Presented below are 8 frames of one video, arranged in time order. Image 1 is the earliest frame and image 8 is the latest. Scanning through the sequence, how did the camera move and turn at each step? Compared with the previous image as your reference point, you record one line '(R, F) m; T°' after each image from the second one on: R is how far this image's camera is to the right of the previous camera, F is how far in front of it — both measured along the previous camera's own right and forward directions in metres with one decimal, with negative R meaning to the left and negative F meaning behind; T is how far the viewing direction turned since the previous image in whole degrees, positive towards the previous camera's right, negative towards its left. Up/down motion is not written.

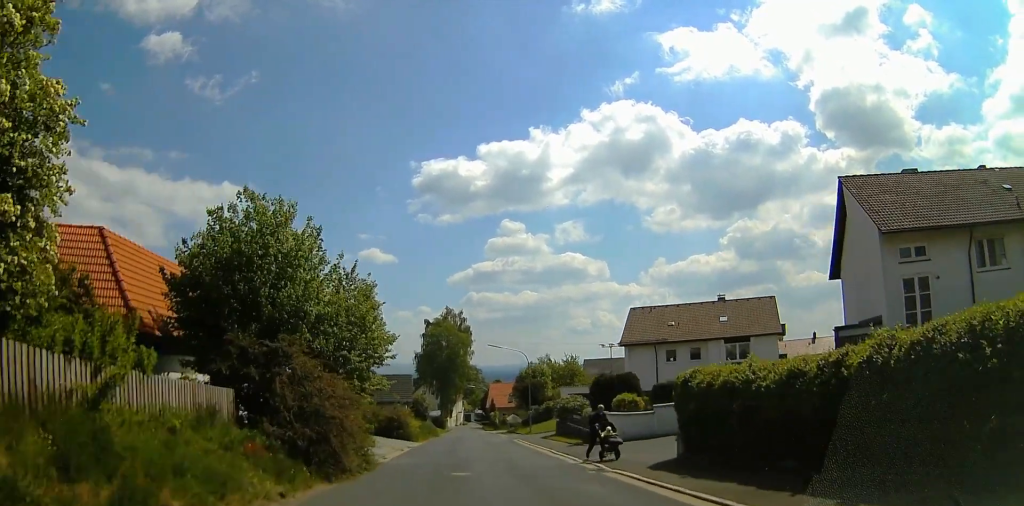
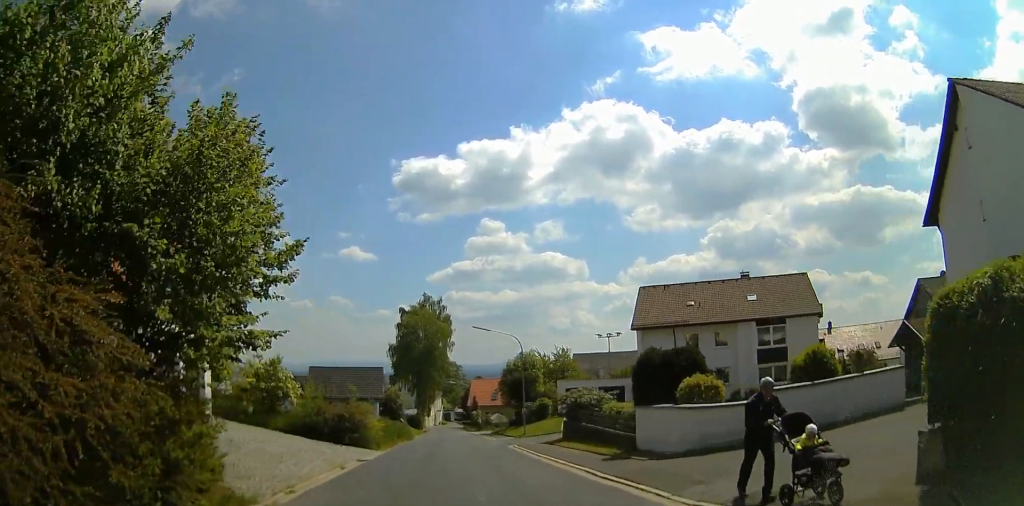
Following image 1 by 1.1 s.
(+0.7, +9.6) m; +7°
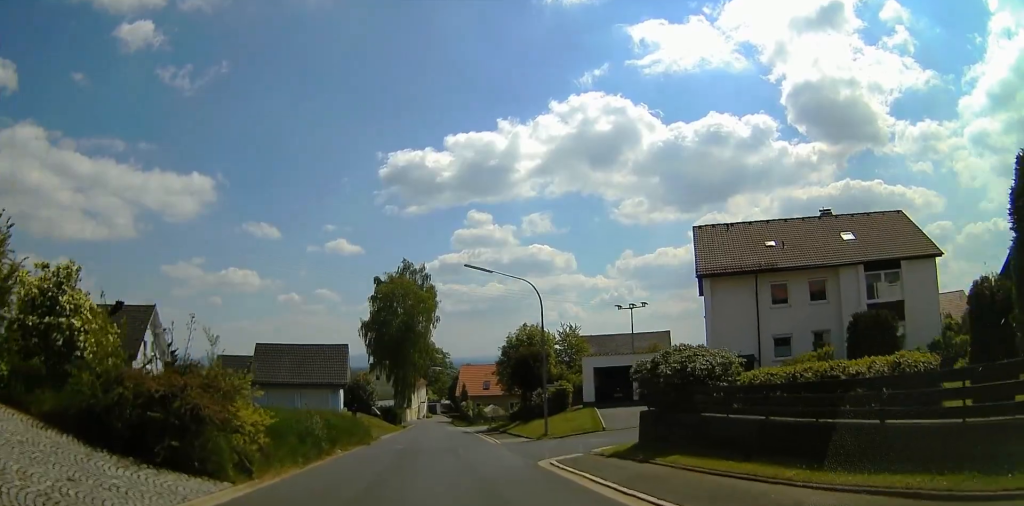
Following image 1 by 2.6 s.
(+0.6, +14.9) m; +3°
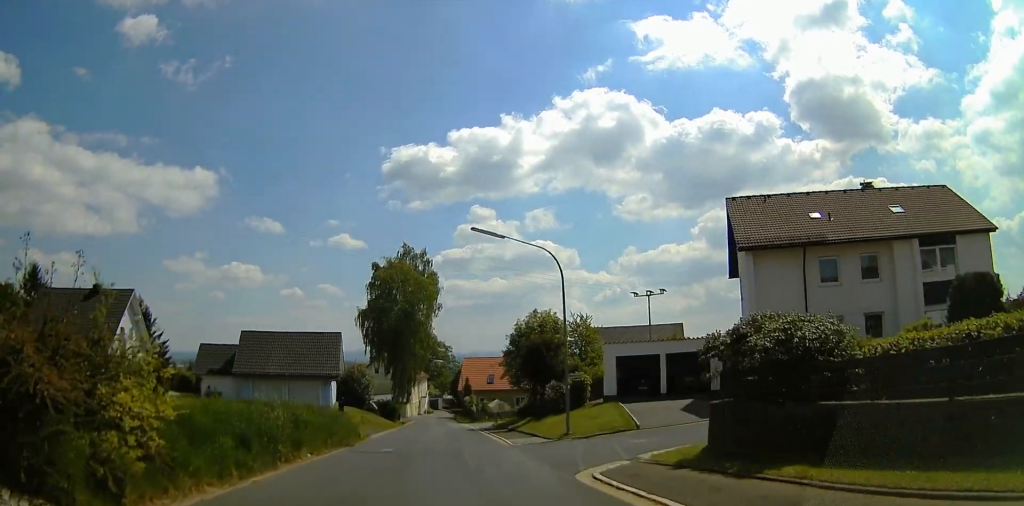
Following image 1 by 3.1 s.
(0.0, +4.8) m; 0°
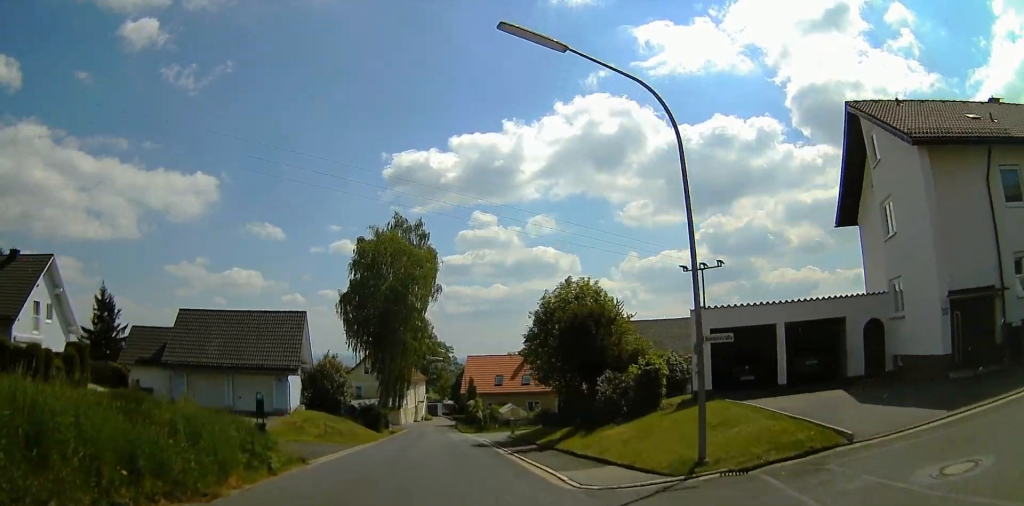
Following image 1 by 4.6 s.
(0.0, +13.2) m; +3°
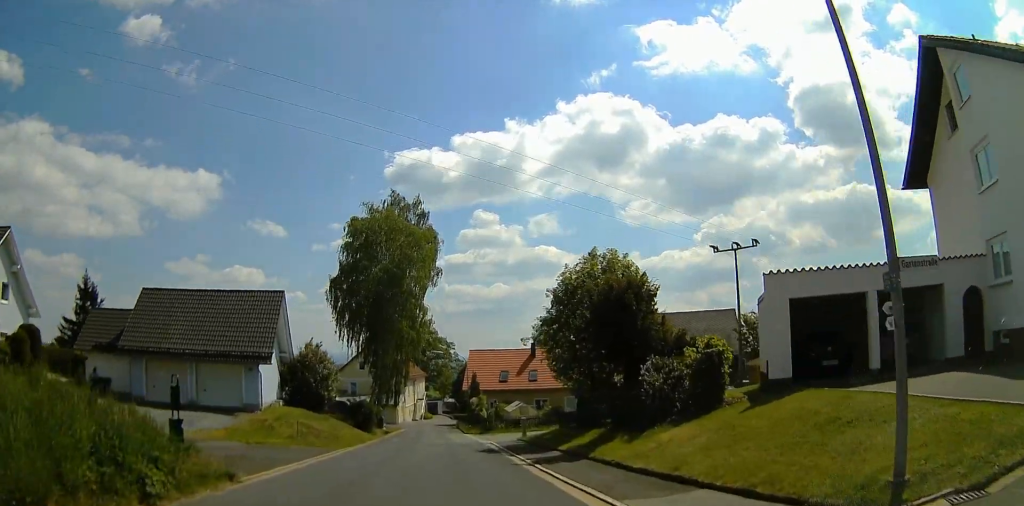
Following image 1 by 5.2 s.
(-0.2, +5.4) m; +6°
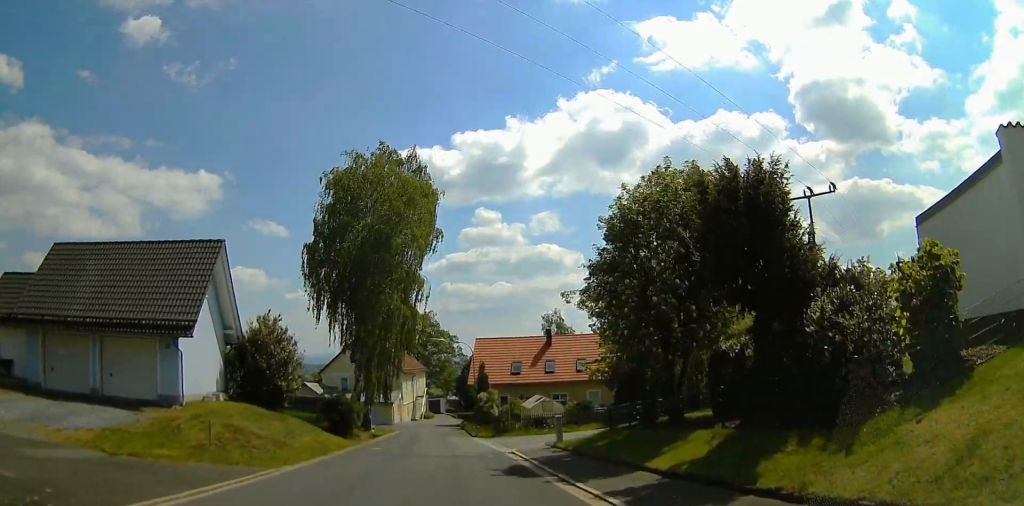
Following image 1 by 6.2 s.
(+1.2, +9.2) m; -7°
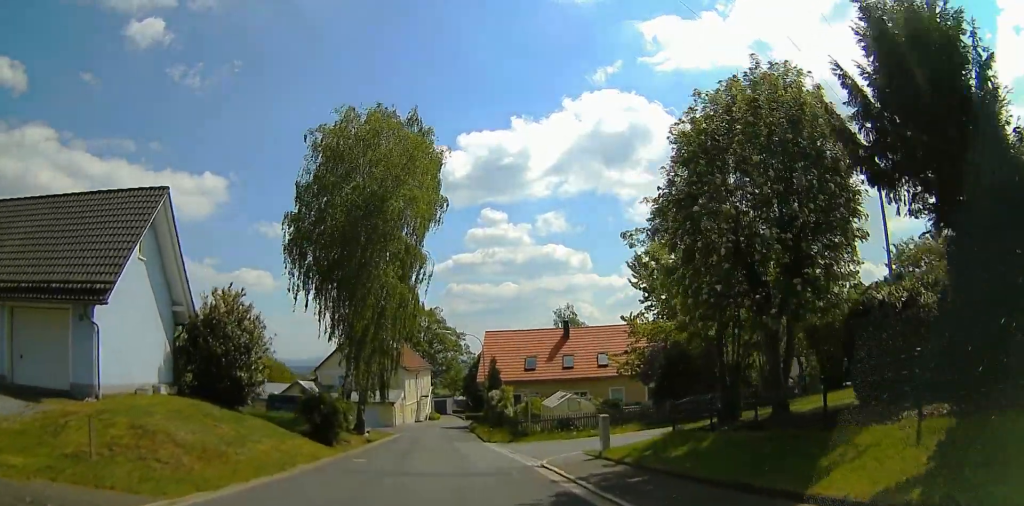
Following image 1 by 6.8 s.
(-1.1, +5.5) m; -6°
